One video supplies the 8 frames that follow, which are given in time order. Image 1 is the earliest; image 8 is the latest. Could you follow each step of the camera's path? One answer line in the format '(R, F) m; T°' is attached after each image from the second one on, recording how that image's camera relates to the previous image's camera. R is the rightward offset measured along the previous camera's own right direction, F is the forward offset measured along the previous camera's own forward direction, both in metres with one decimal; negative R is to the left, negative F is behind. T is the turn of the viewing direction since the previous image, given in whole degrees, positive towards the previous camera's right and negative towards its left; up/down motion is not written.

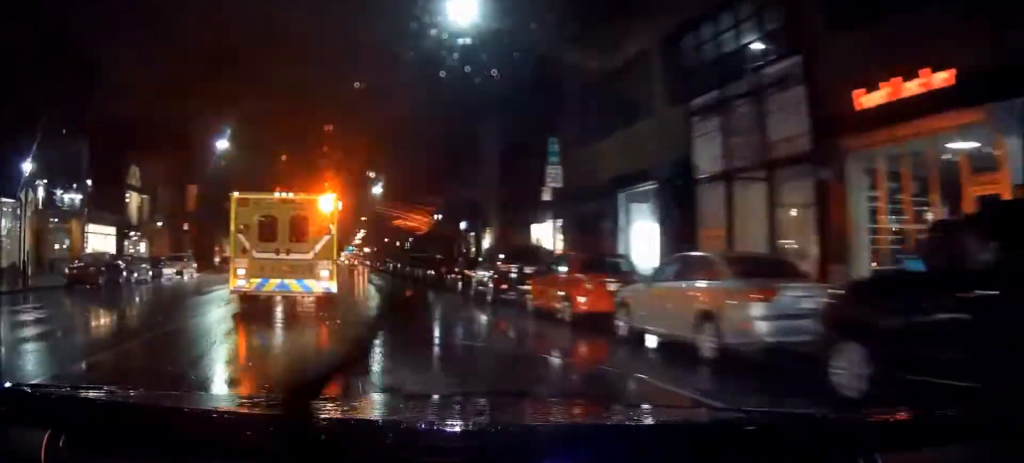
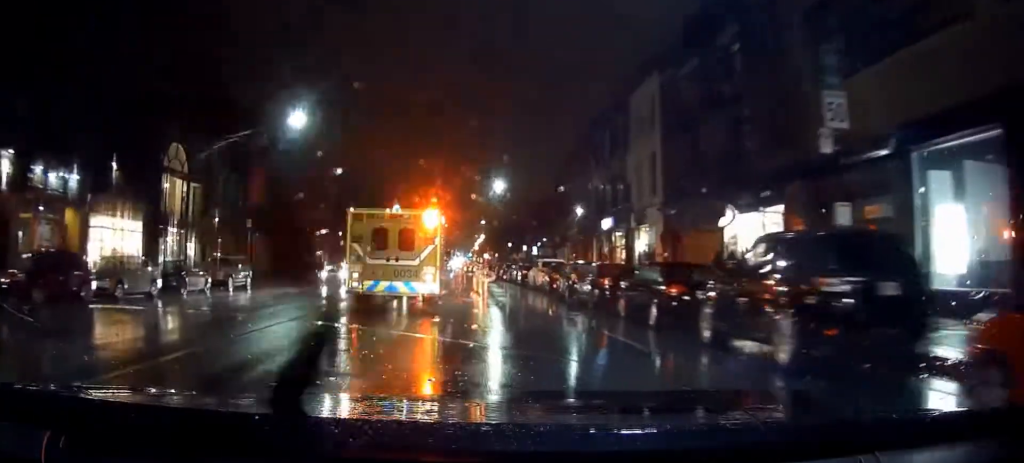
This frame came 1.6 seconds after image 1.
(-1.8, +11.2) m; -11°
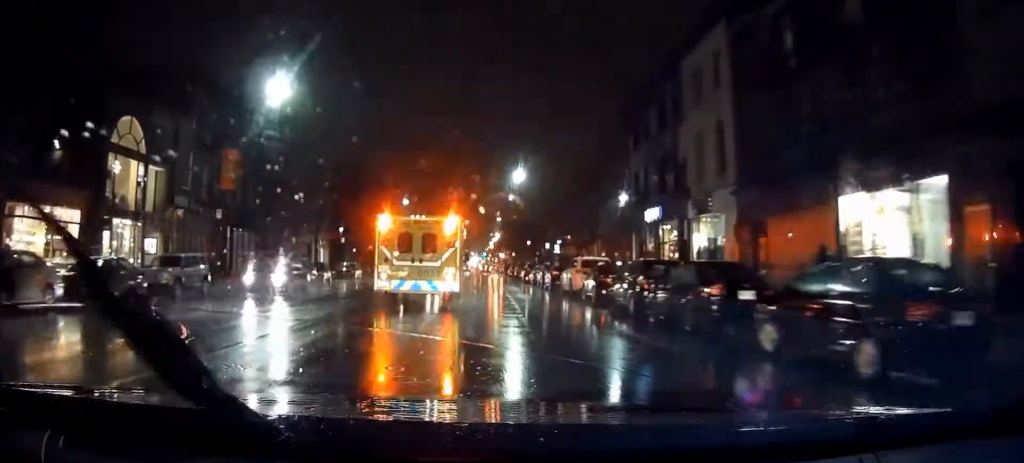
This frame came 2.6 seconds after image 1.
(-0.1, +7.6) m; -1°
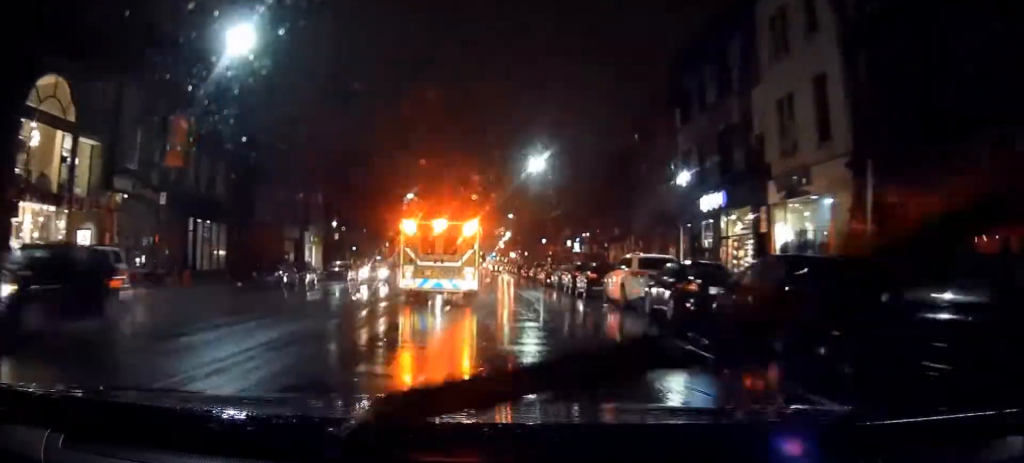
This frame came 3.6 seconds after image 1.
(0.0, +7.7) m; 0°
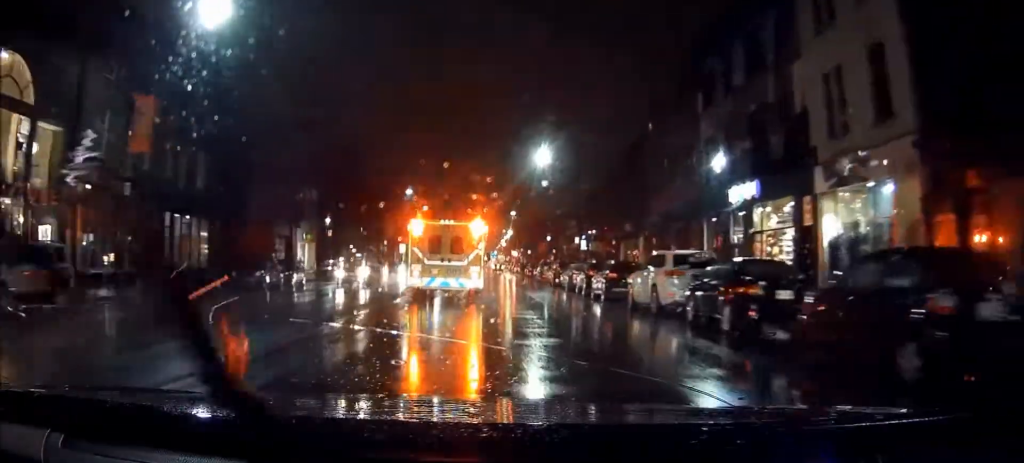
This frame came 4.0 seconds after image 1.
(0.0, +3.3) m; 0°
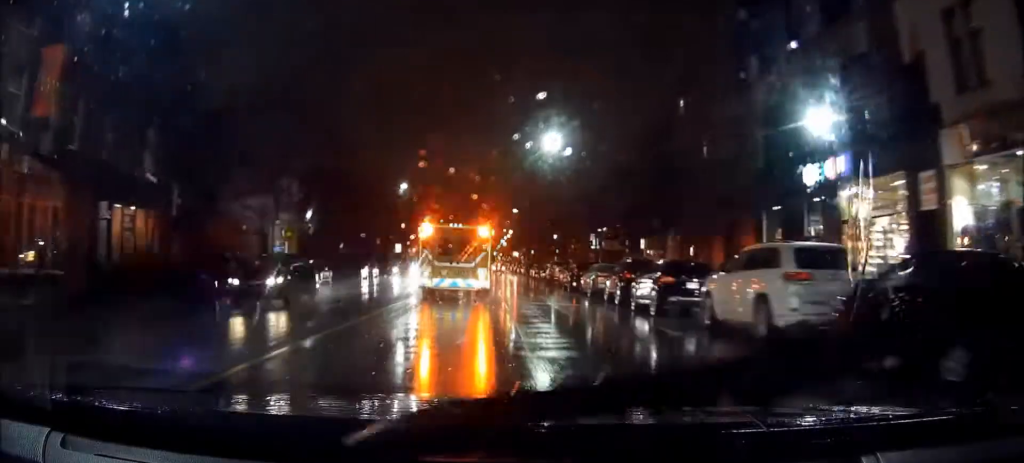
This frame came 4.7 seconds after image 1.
(0.0, +6.6) m; 0°
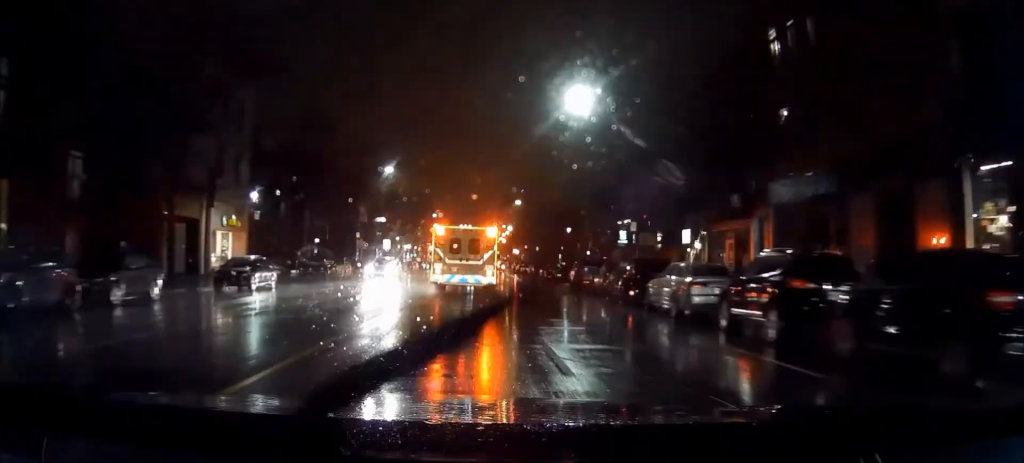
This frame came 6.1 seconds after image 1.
(0.0, +12.1) m; -1°
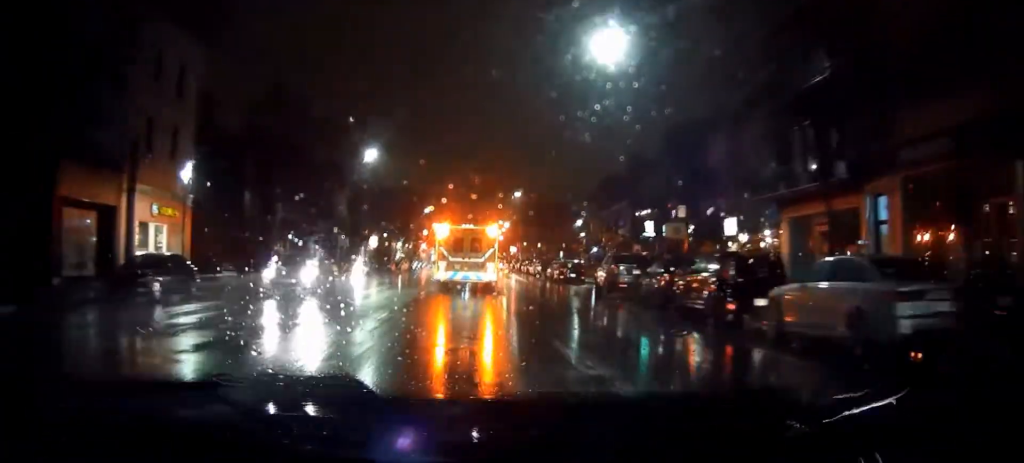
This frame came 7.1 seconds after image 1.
(-0.1, +8.9) m; +1°
